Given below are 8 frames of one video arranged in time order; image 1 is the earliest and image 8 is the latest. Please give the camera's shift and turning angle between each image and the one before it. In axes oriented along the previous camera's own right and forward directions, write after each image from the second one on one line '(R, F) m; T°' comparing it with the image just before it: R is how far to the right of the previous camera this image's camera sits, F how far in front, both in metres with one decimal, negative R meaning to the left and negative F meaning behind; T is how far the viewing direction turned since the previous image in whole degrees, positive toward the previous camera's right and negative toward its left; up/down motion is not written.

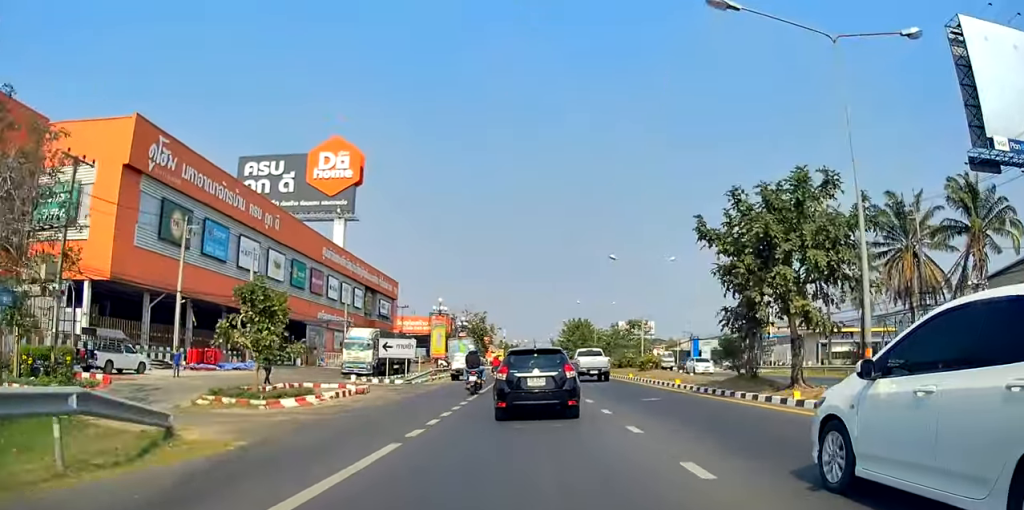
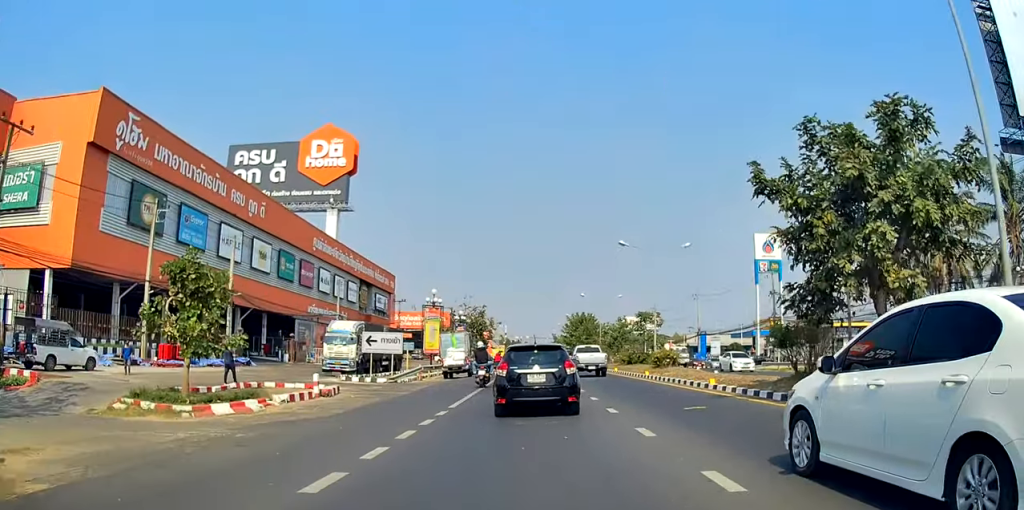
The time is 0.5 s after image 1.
(+0.2, +5.6) m; +1°
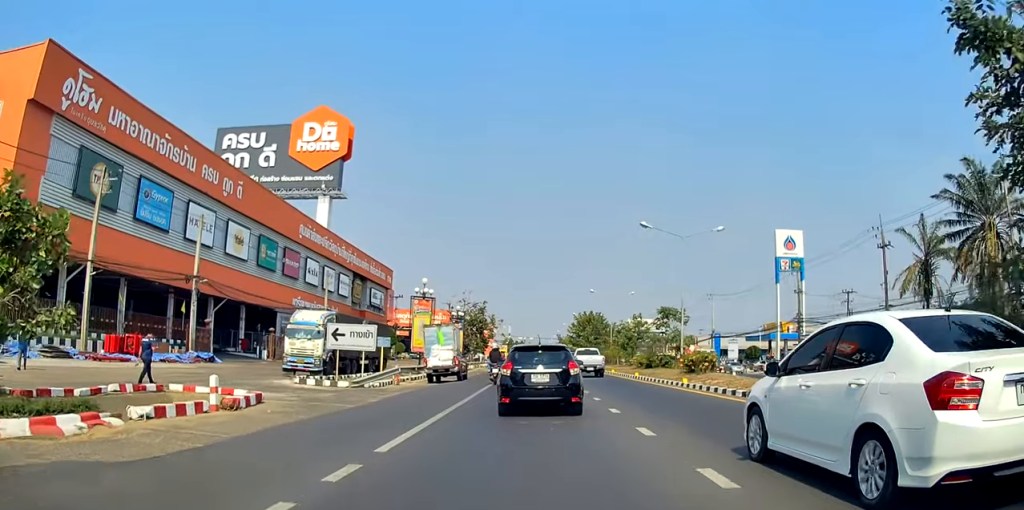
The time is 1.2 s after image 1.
(0.0, +8.3) m; 0°
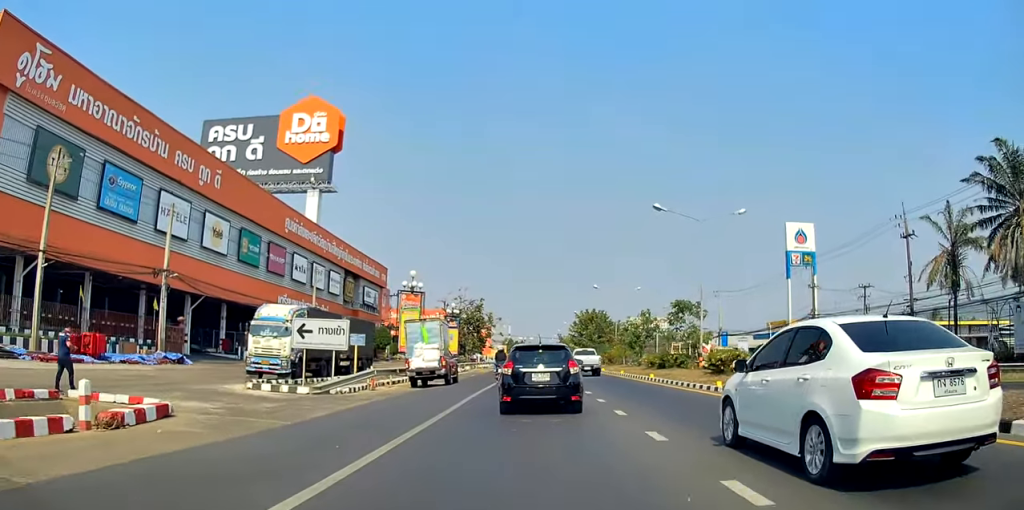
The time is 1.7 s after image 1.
(0.0, +5.8) m; 0°
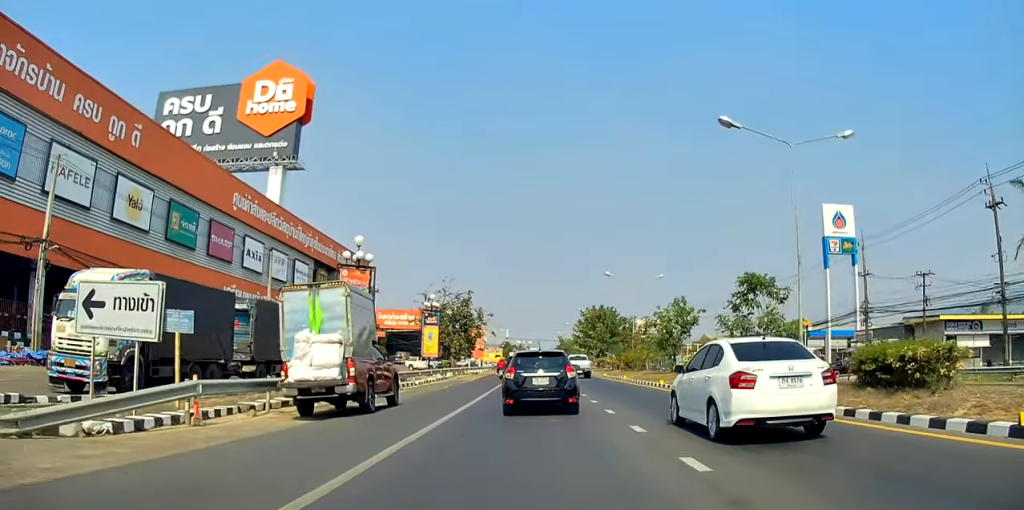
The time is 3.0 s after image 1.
(0.0, +15.1) m; -1°
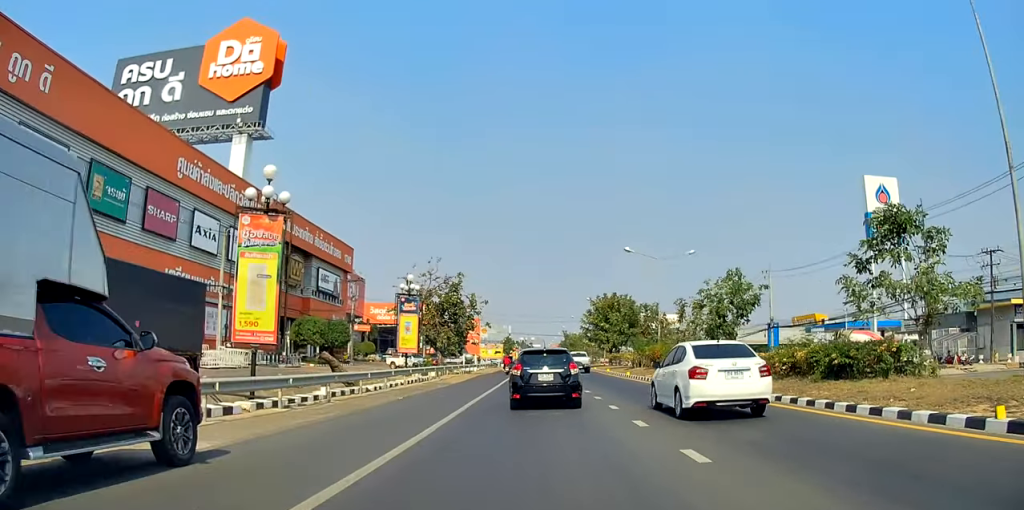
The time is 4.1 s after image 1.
(-0.3, +12.8) m; -3°
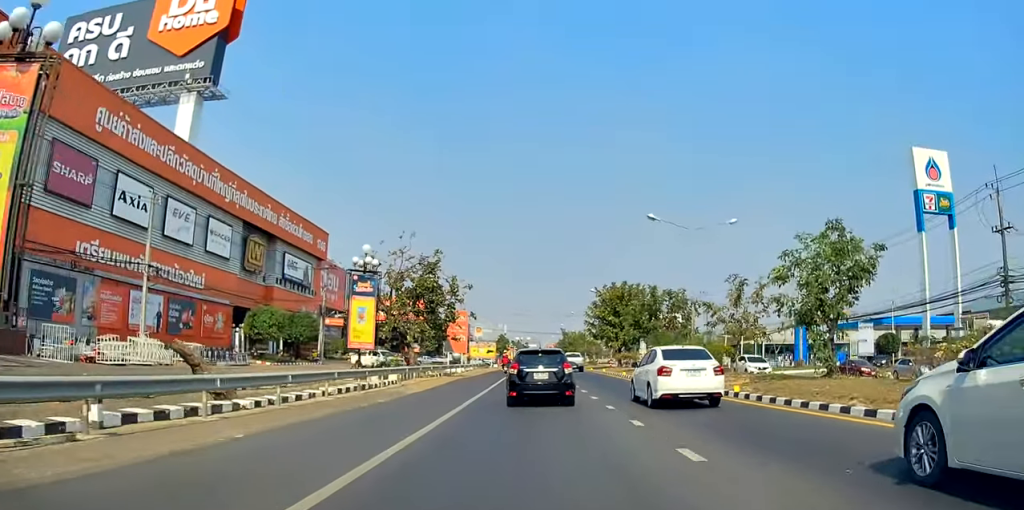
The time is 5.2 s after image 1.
(-0.3, +12.6) m; 0°
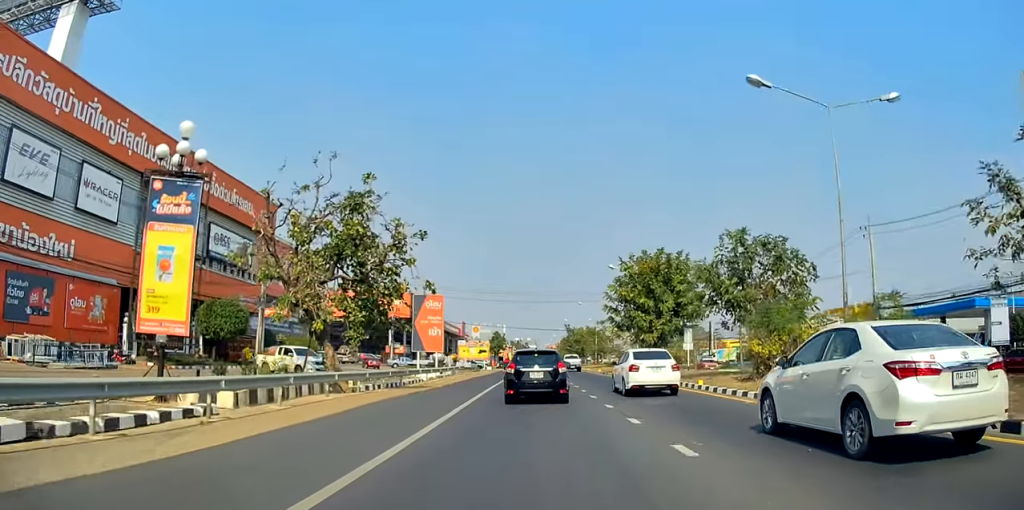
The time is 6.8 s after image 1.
(+0.9, +19.8) m; +2°
